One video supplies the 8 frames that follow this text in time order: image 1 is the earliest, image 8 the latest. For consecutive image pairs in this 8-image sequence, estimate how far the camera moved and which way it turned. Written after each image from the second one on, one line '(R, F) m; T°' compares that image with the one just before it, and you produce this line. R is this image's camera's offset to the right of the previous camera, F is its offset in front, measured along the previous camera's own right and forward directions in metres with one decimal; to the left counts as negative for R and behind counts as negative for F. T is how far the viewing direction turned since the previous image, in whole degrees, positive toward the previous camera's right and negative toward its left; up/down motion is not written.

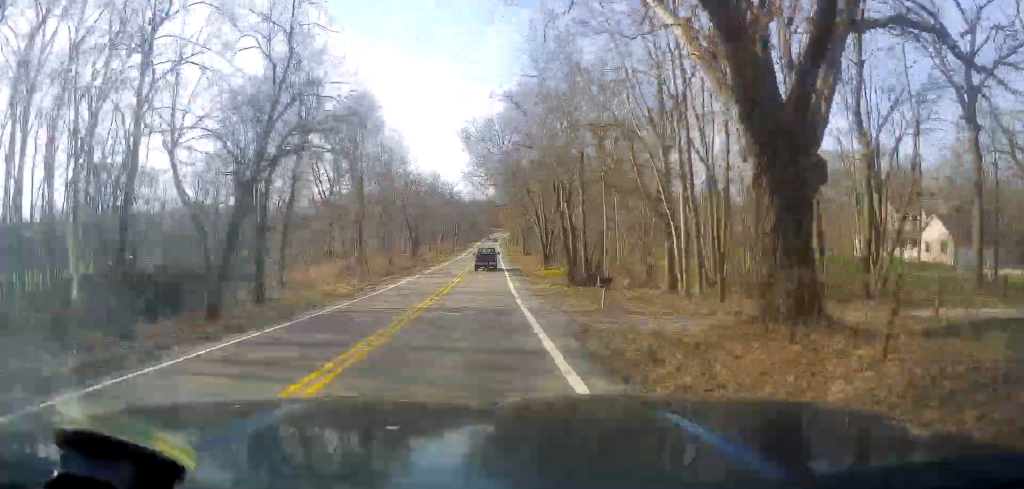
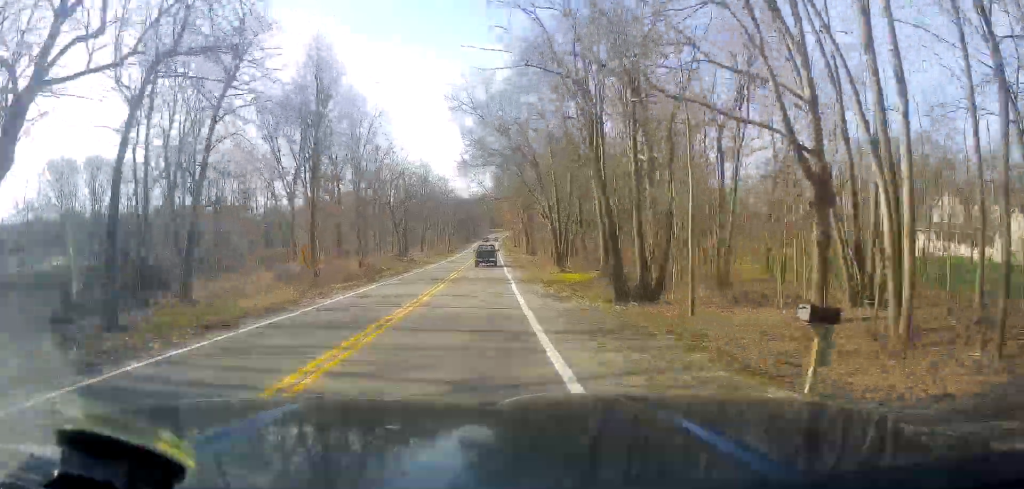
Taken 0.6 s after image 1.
(0.0, +13.4) m; +1°
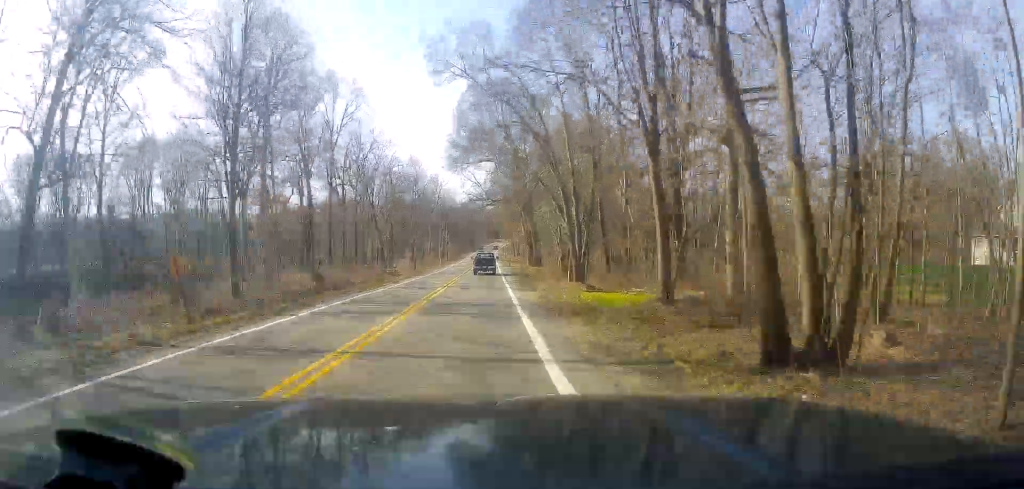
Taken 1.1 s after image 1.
(+0.2, +12.3) m; 0°
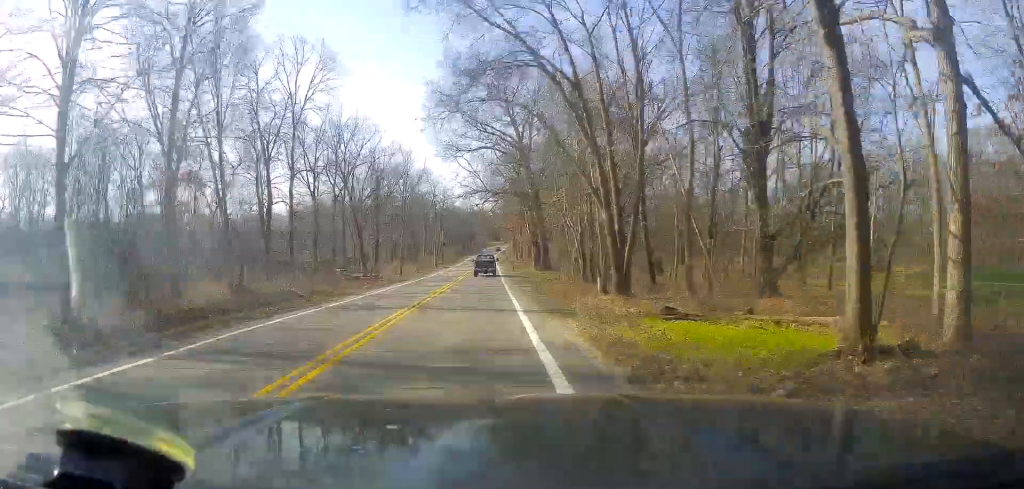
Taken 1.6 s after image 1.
(+0.1, +12.3) m; 0°
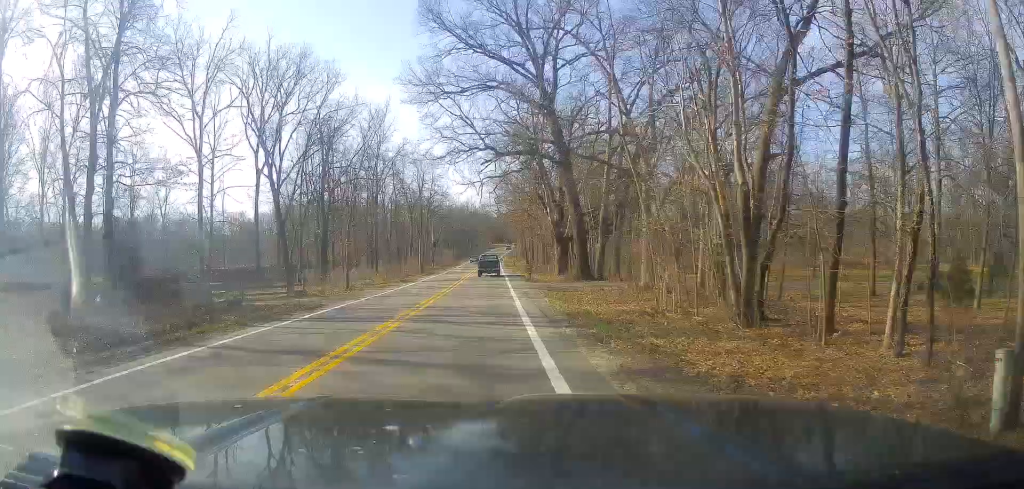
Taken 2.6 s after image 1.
(-0.1, +27.1) m; -2°
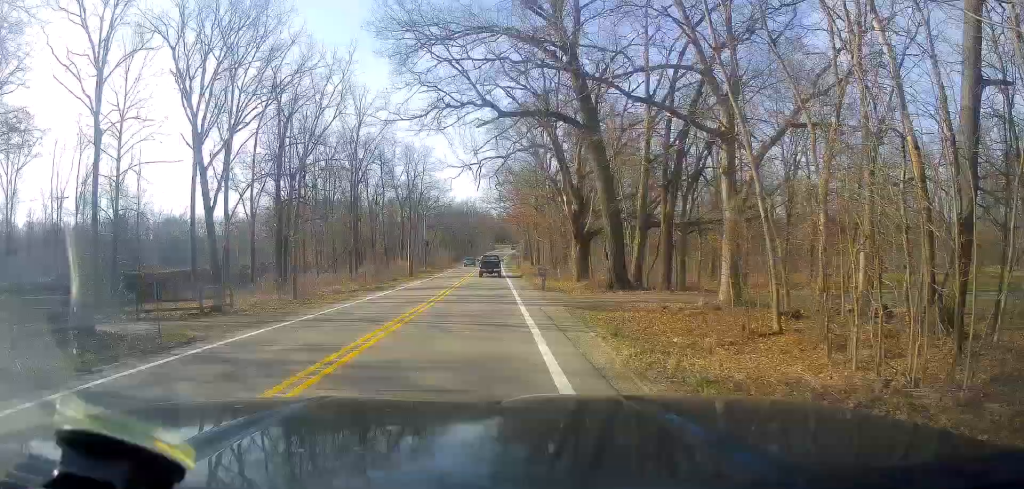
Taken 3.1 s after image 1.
(-0.4, +11.9) m; 0°
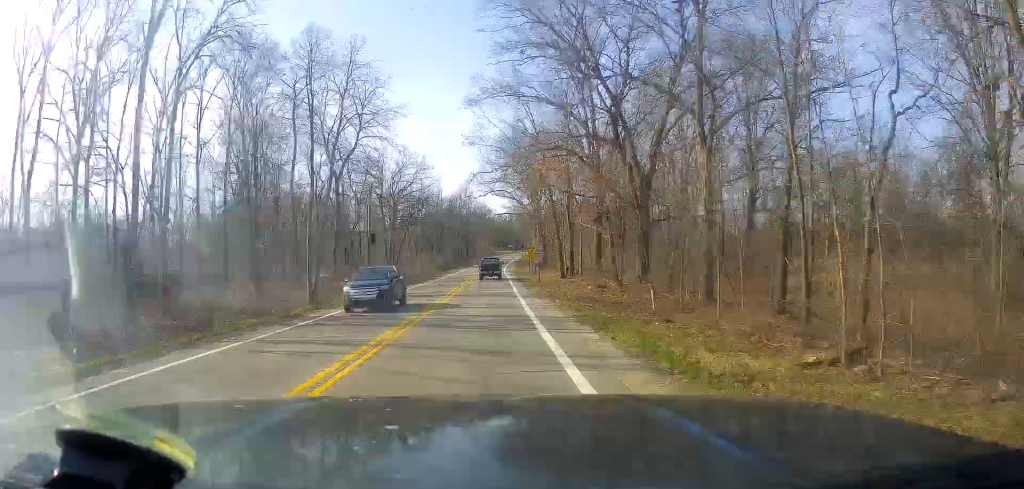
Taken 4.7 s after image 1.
(0.0, +40.2) m; +1°
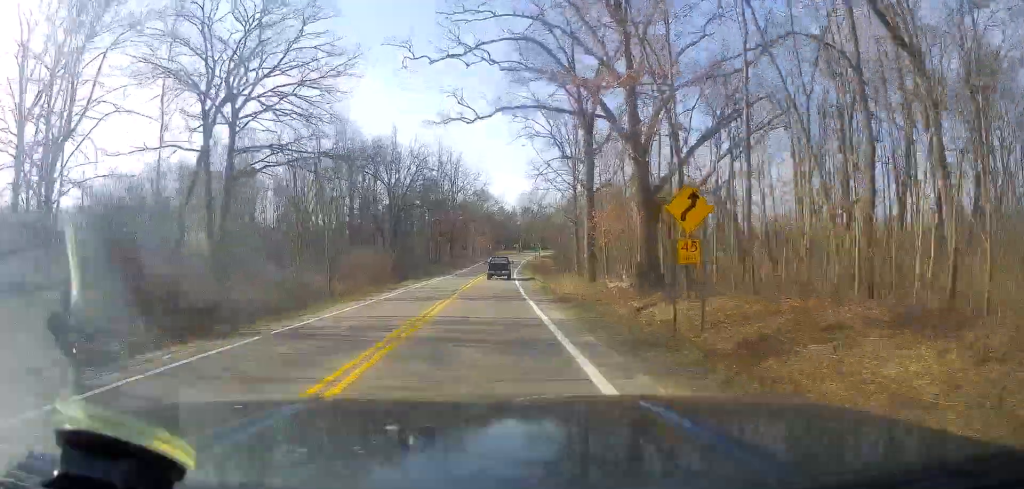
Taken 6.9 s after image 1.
(-1.1, +58.6) m; -2°
